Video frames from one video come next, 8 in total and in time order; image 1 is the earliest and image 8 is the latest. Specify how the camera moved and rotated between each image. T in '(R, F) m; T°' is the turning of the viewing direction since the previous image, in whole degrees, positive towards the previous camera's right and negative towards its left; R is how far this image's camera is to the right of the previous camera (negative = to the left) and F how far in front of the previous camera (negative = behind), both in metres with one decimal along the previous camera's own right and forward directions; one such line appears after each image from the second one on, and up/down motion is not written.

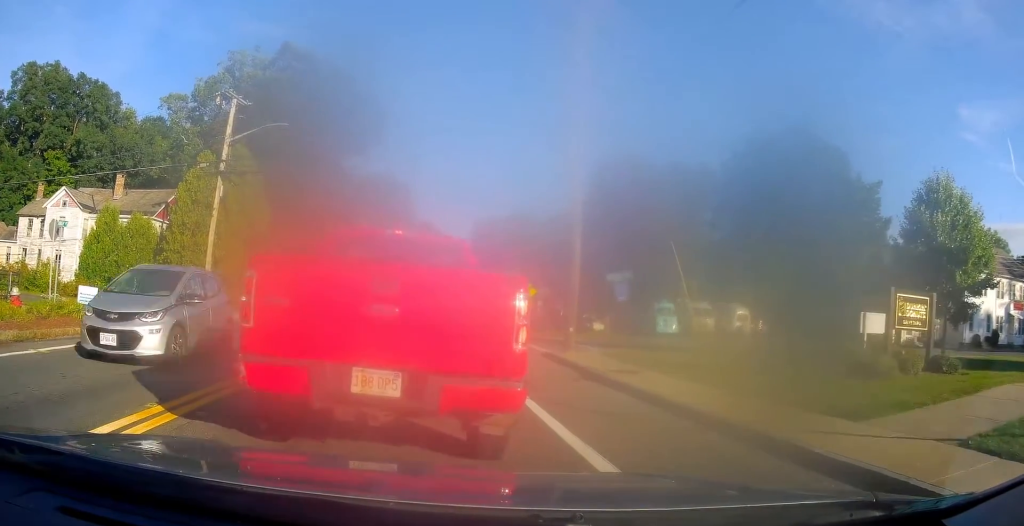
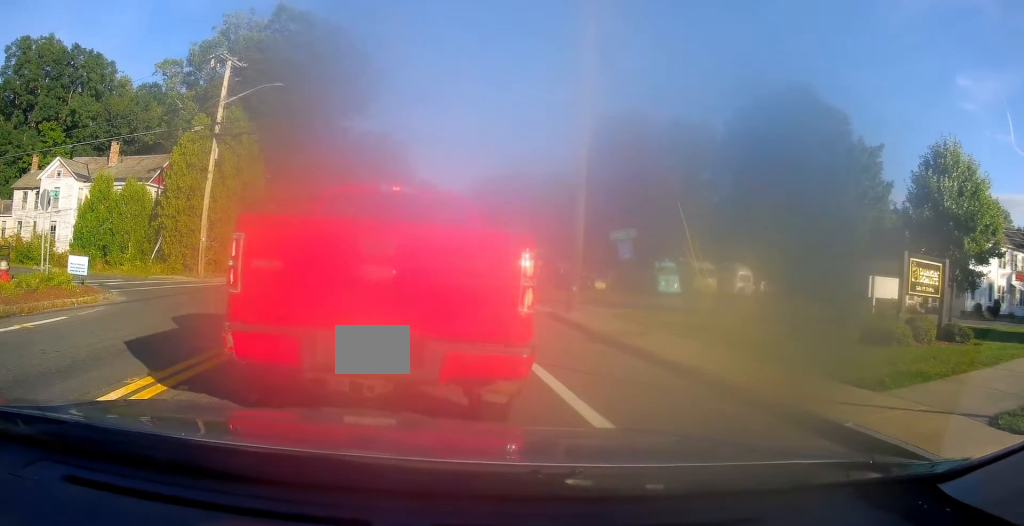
(+0.4, +0.8) m; 0°
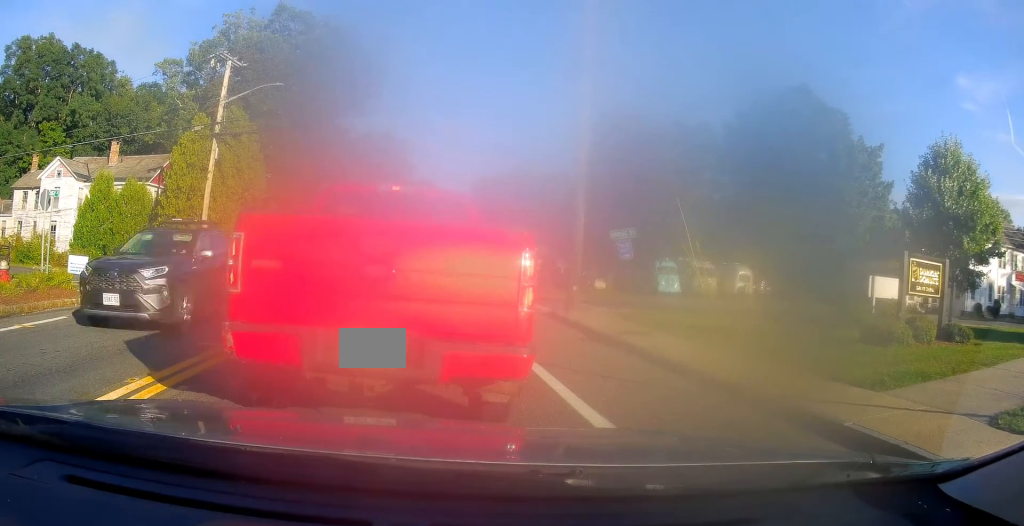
(0.0, 0.0) m; 0°
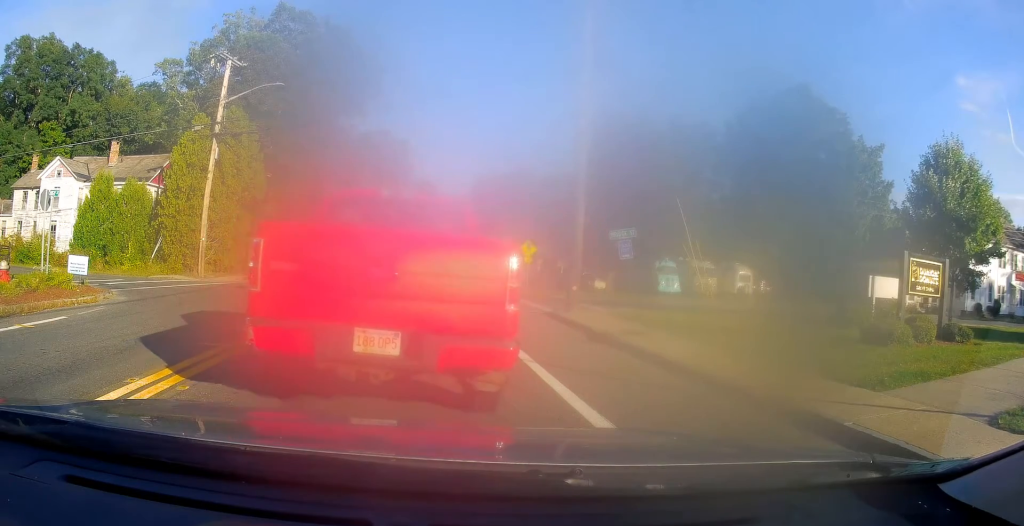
(0.0, 0.0) m; 0°
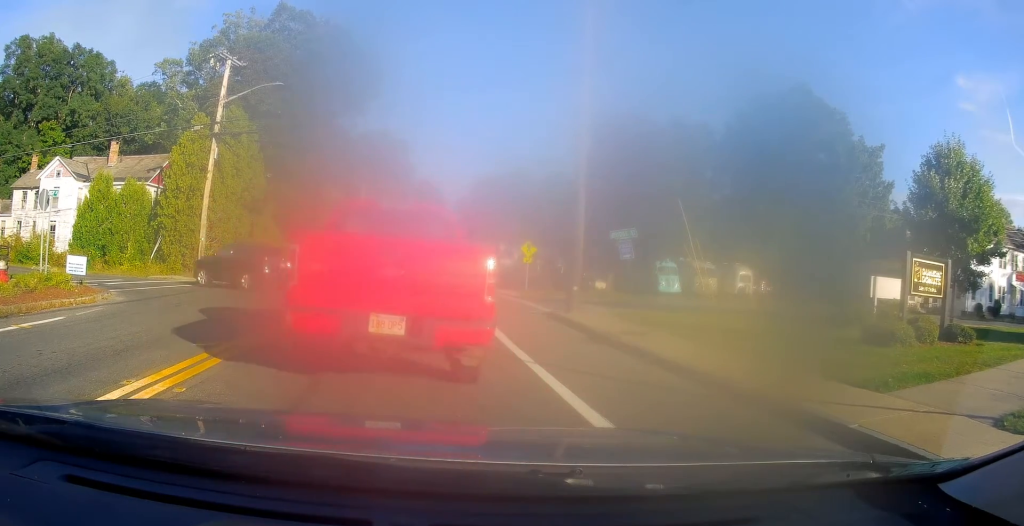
(-0.2, +0.2) m; 0°
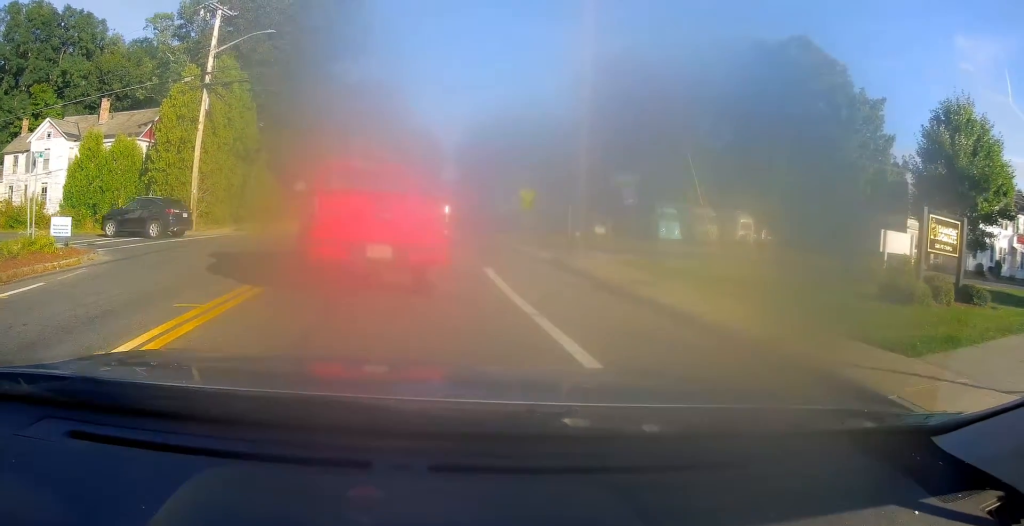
(-0.1, +0.2) m; 0°
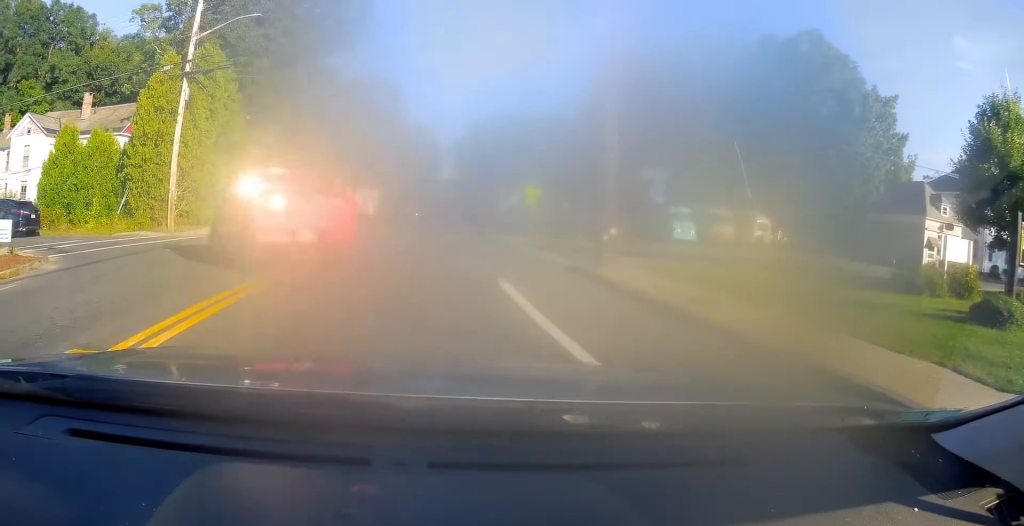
(0.0, +0.3) m; 0°
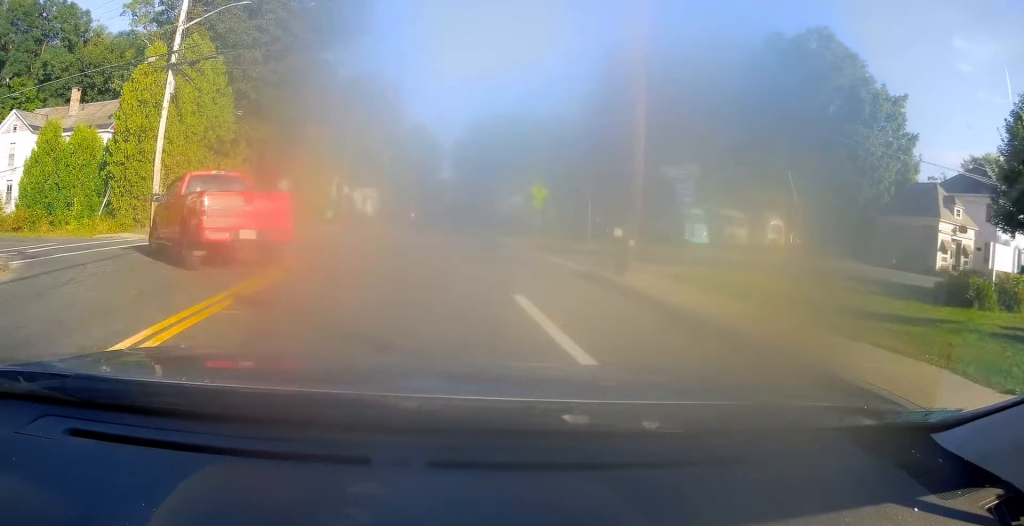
(0.0, +0.2) m; 0°
